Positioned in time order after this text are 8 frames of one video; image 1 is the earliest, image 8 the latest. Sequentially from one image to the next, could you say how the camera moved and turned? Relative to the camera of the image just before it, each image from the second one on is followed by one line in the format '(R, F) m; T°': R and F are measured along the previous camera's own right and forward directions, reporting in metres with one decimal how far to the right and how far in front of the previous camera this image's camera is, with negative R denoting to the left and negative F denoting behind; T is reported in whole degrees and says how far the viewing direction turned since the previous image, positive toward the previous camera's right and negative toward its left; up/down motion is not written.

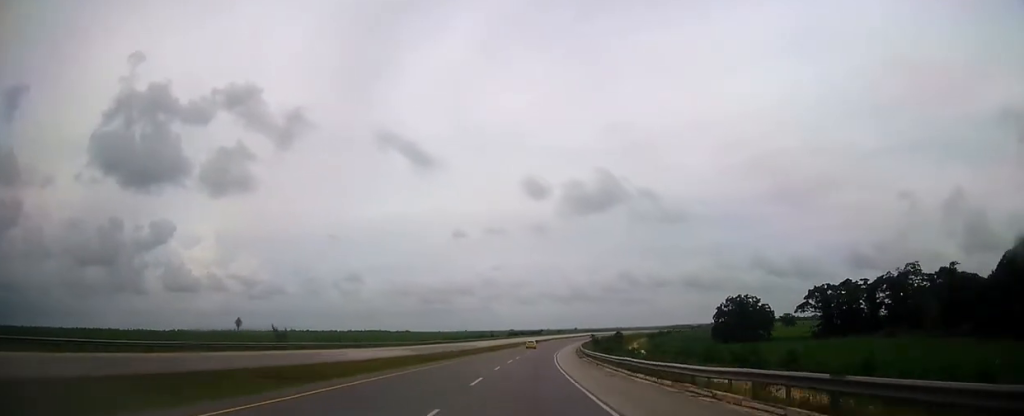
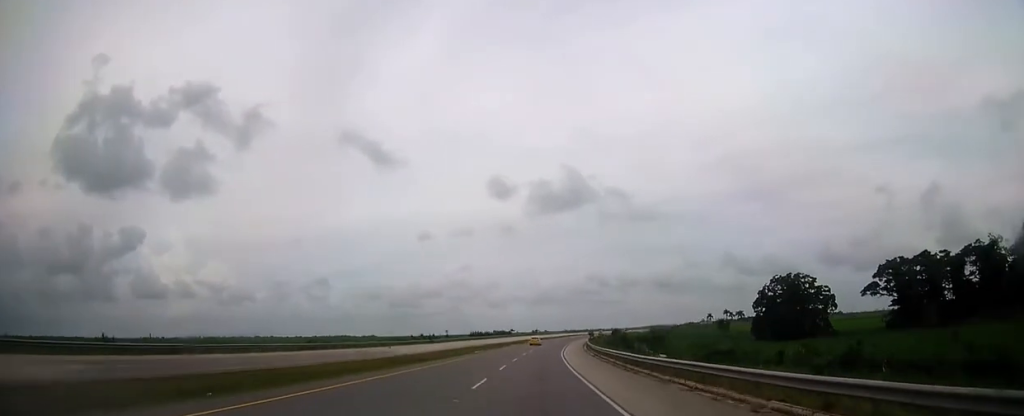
(+0.8, +63.0) m; +2°
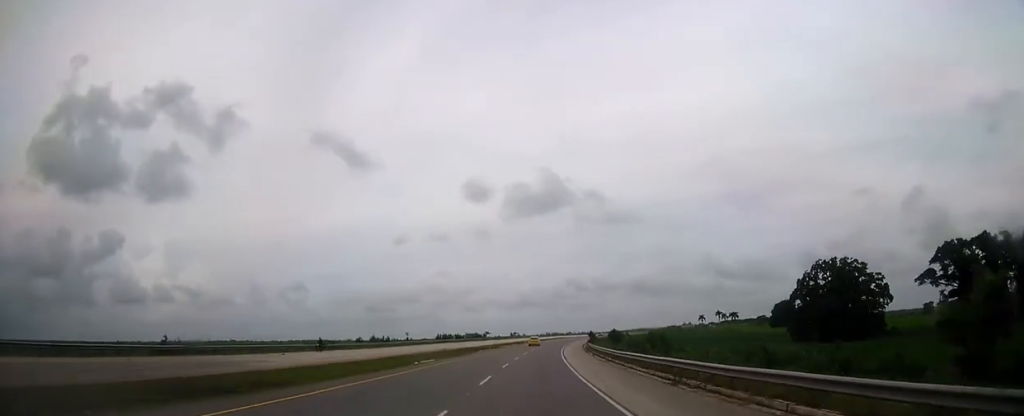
(+0.2, +32.8) m; +2°
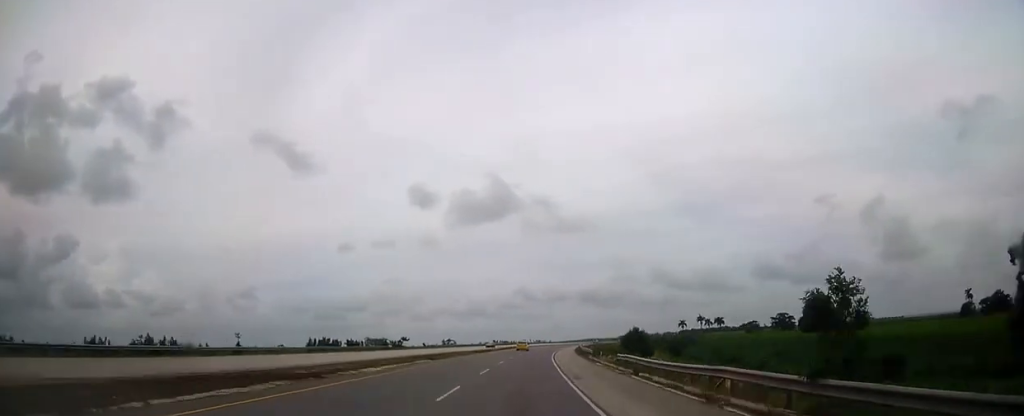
(+3.1, +78.2) m; +5°
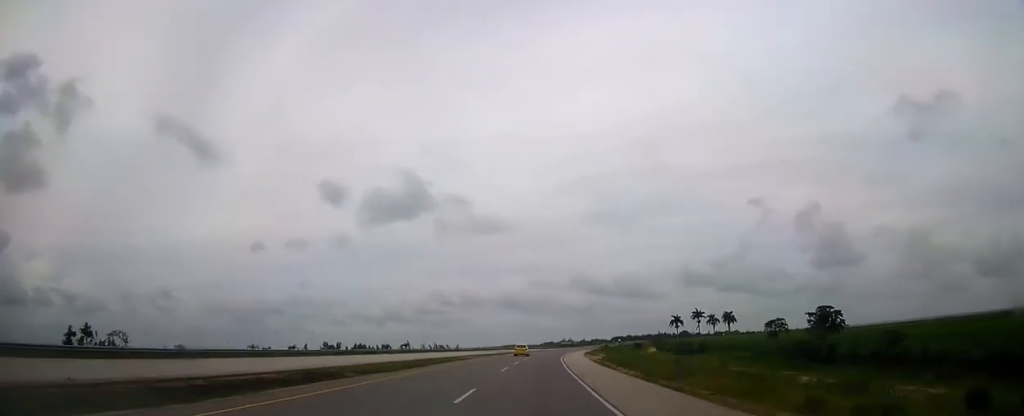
(+10.2, +143.9) m; +8°
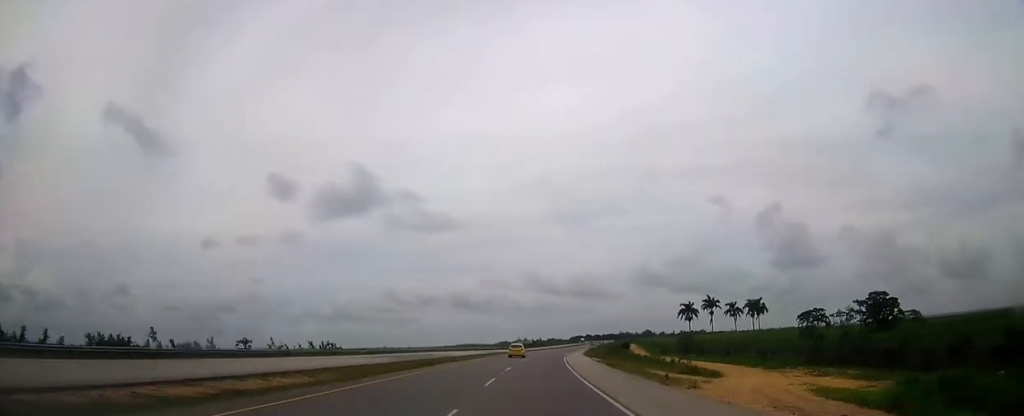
(+2.7, +72.2) m; +4°
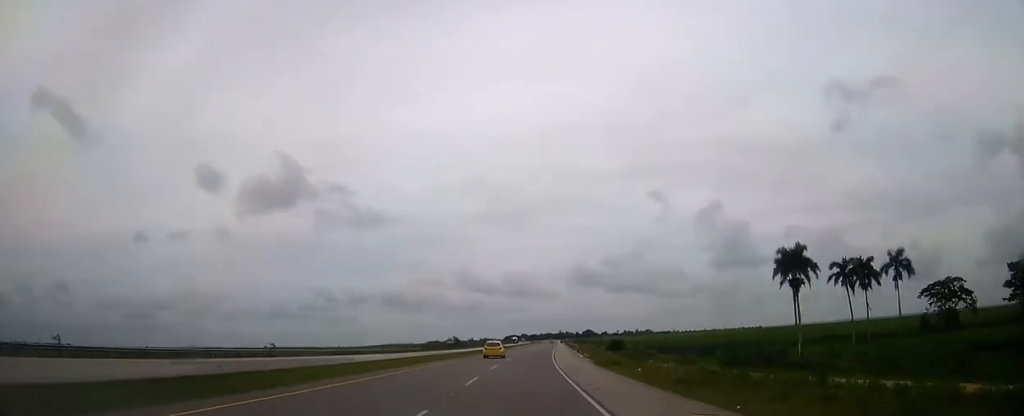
(+4.6, +97.0) m; +6°
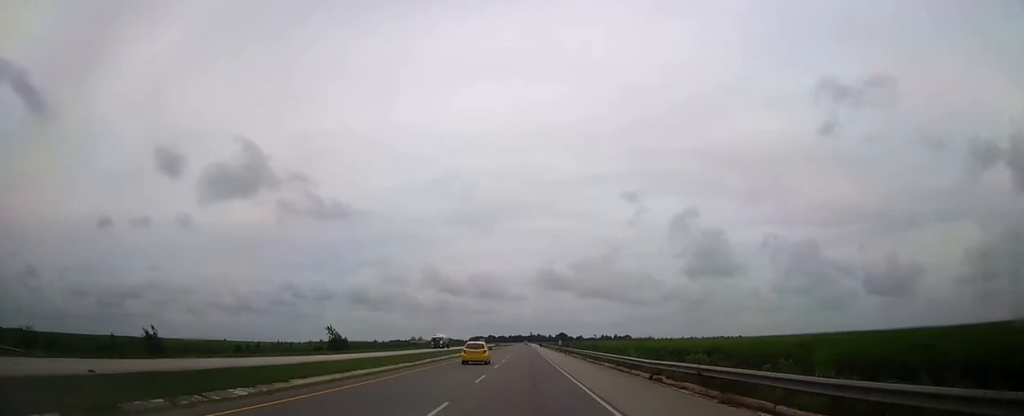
(+4.5, +104.7) m; +3°
